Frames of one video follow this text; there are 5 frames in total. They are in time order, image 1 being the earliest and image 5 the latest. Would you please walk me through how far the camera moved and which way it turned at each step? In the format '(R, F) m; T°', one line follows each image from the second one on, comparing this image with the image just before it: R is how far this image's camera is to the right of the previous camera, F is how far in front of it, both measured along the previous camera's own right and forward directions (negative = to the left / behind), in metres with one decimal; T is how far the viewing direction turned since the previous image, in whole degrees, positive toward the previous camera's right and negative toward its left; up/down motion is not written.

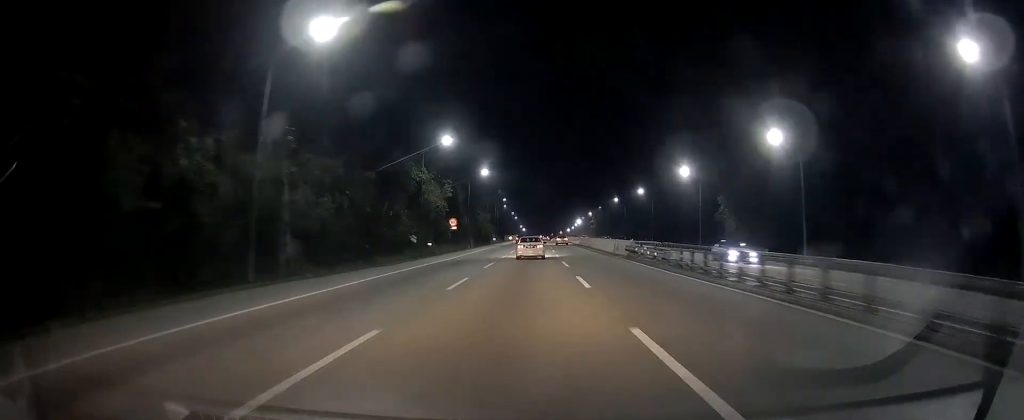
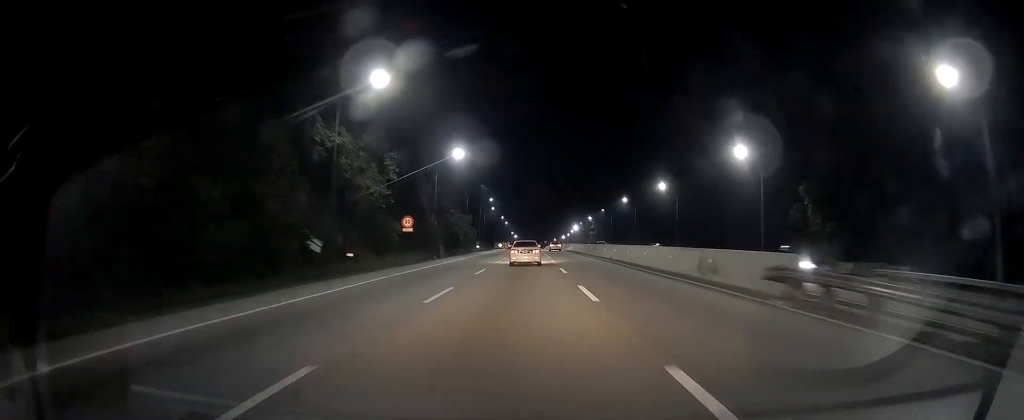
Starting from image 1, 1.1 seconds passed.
(+0.5, +26.7) m; +2°
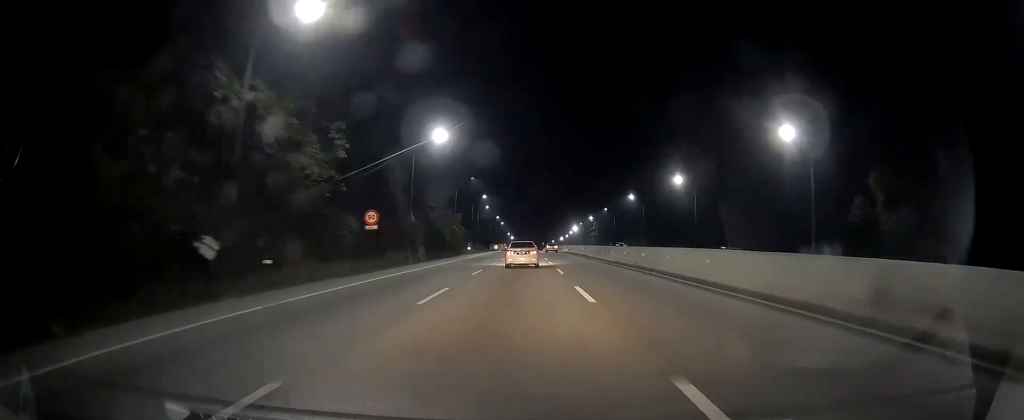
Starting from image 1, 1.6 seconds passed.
(+0.2, +12.4) m; +1°
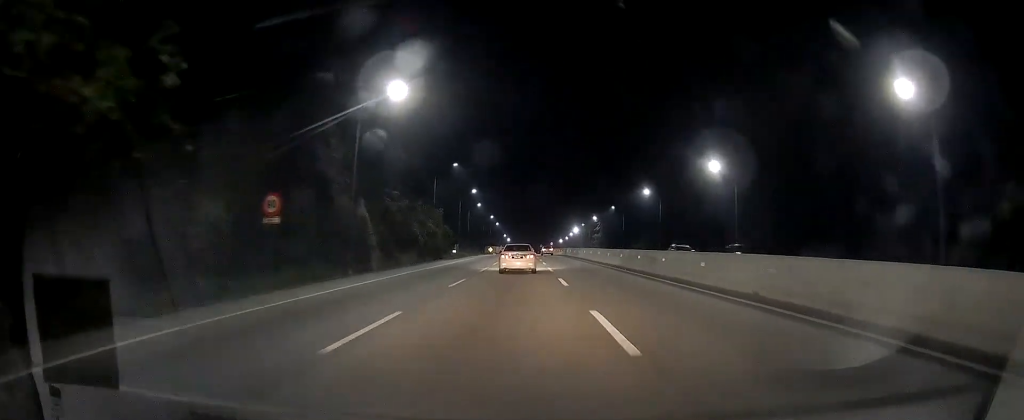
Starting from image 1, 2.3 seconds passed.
(+0.1, +18.1) m; -1°
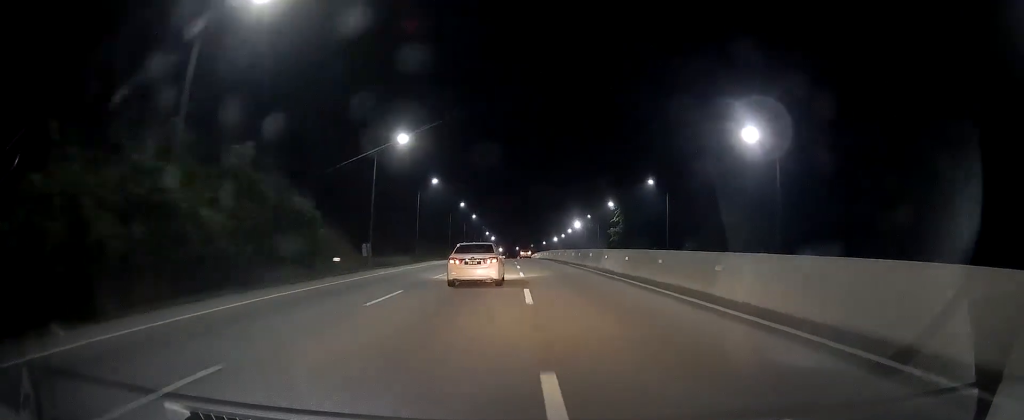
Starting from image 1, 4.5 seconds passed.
(0.0, +53.9) m; +2°
